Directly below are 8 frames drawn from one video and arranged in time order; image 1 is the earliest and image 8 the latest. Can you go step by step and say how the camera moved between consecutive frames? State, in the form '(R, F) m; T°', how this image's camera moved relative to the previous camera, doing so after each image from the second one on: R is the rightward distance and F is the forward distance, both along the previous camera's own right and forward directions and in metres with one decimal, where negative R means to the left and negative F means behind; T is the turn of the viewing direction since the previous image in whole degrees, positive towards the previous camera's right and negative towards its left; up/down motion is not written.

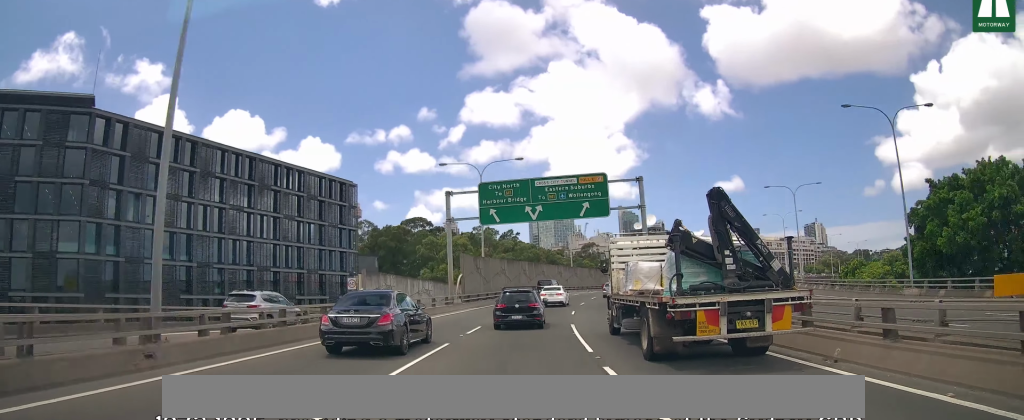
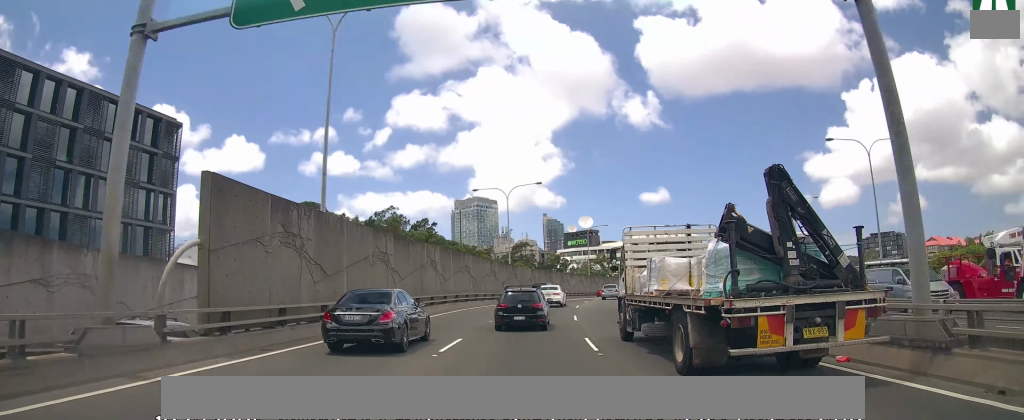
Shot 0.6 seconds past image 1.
(+2.4, +29.9) m; +7°
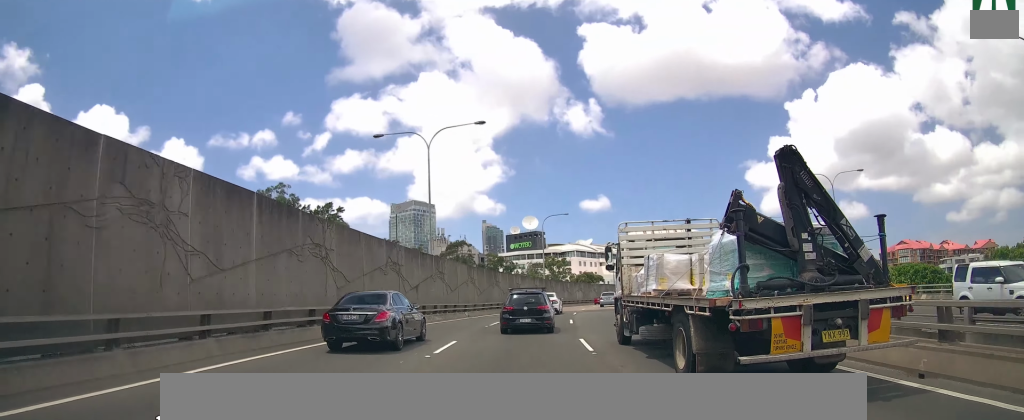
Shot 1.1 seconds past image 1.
(-0.1, +25.0) m; +6°
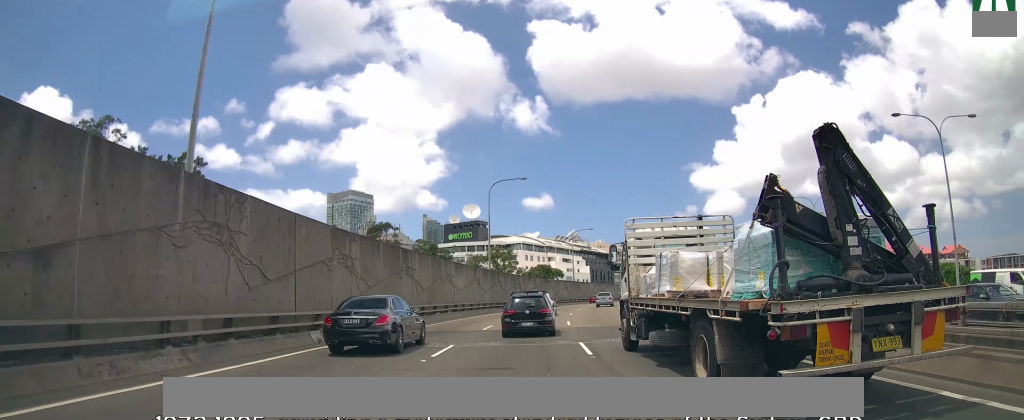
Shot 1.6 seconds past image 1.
(+2.8, +24.4) m; +7°
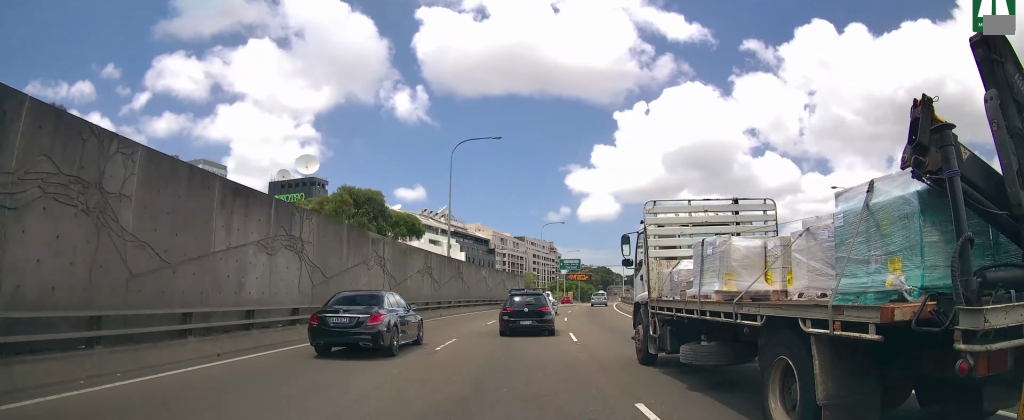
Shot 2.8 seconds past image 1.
(+7.7, +56.9) m; +14°
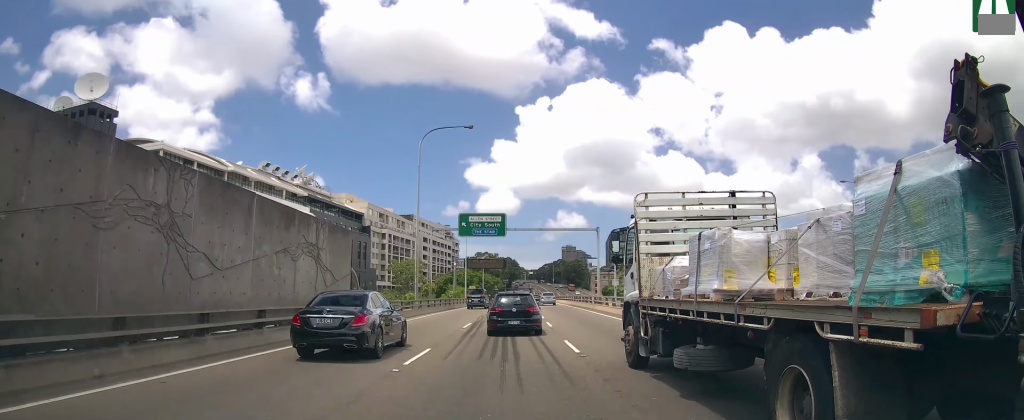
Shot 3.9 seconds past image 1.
(+4.3, +49.6) m; +7°
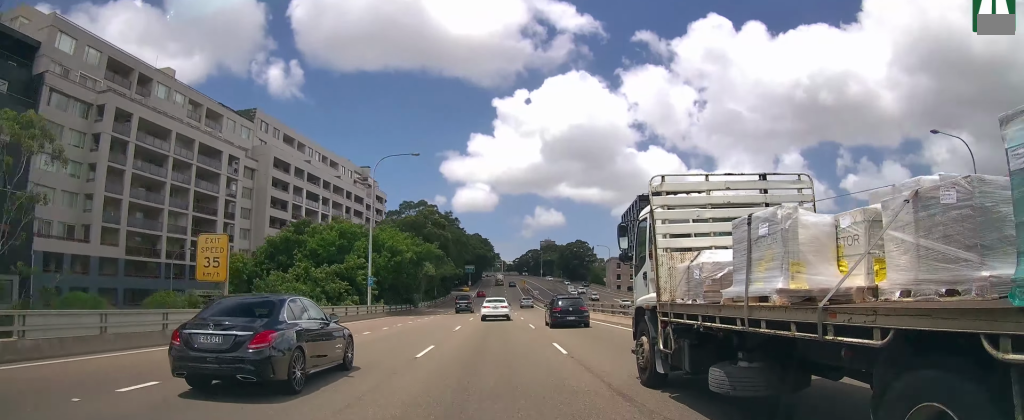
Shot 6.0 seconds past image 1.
(+5.1, +108.2) m; +4°
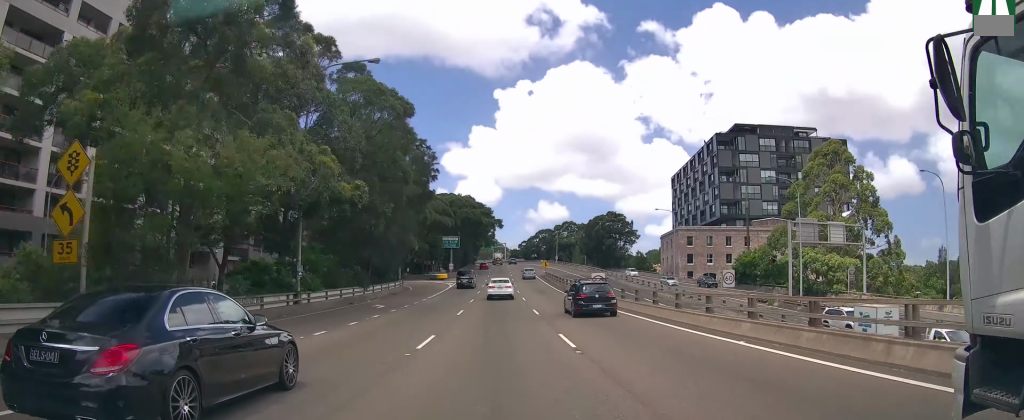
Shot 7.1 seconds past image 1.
(+0.5, +61.9) m; 0°
